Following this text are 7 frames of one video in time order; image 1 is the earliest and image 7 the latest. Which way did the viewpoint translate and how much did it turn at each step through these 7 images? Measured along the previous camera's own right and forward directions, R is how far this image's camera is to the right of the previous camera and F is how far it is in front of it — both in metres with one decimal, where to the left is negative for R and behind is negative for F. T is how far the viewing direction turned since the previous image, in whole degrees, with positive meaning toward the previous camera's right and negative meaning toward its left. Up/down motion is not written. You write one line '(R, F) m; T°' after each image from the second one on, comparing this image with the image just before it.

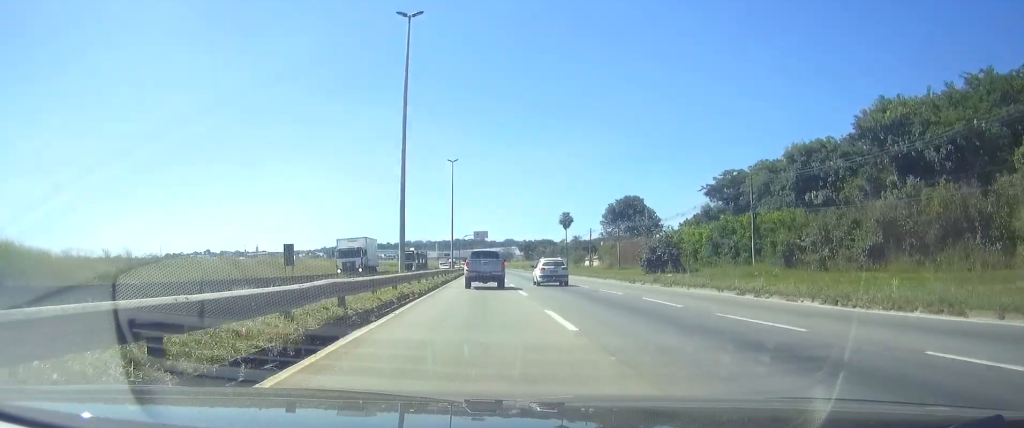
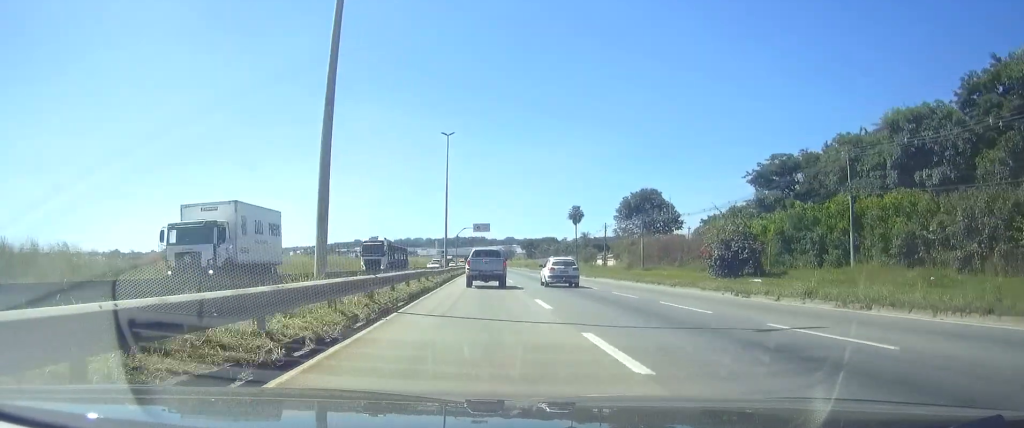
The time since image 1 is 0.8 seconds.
(0.0, +17.1) m; 0°
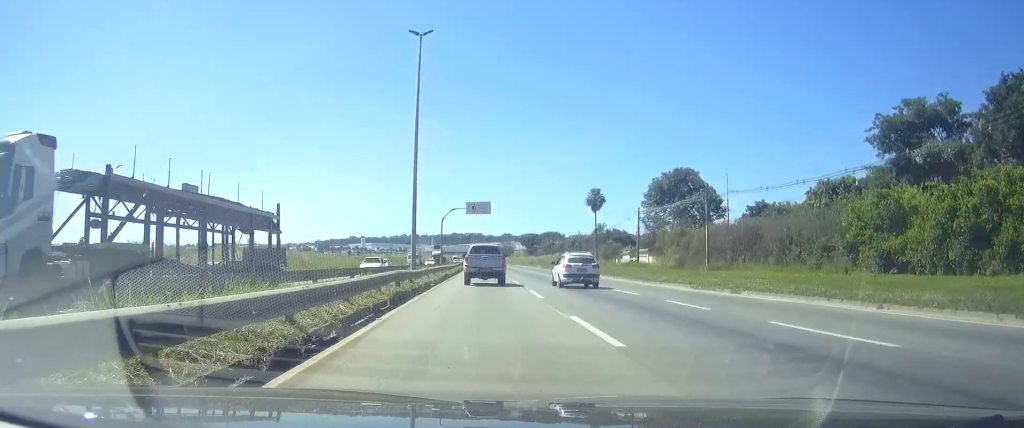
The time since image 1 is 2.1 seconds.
(+0.1, +30.5) m; 0°
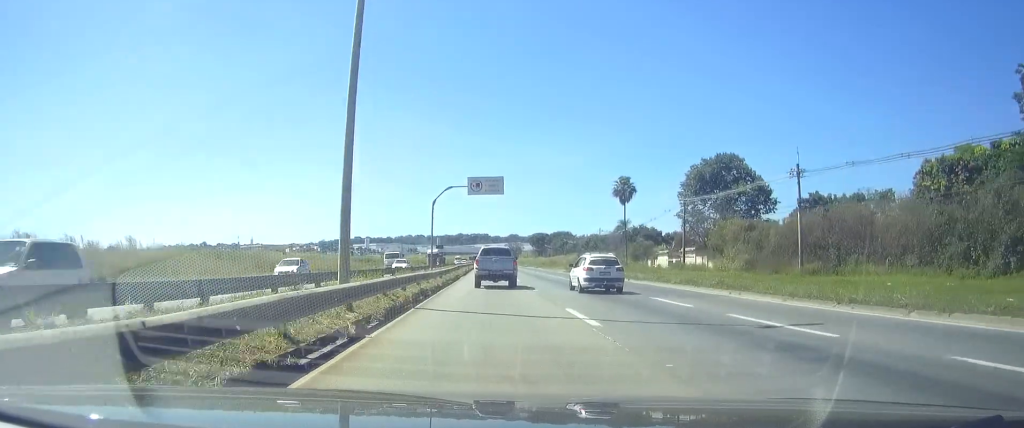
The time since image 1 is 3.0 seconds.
(0.0, +20.8) m; 0°
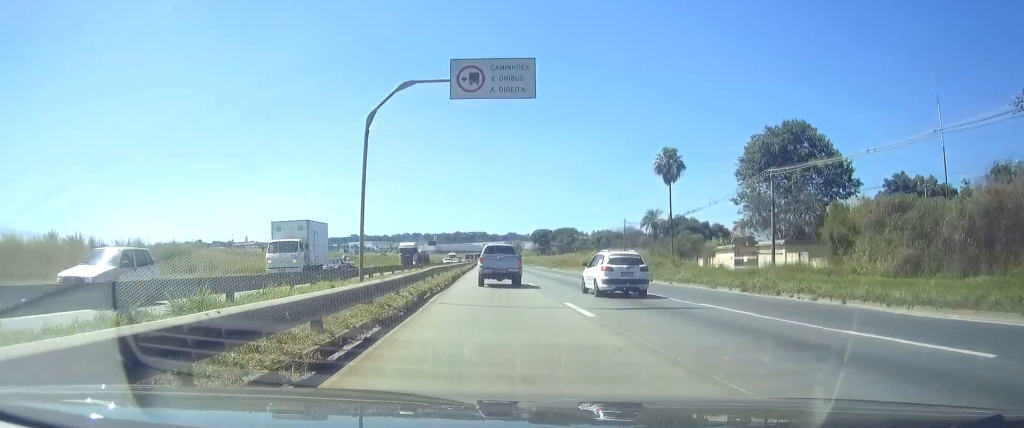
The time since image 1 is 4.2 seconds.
(+0.1, +27.1) m; 0°
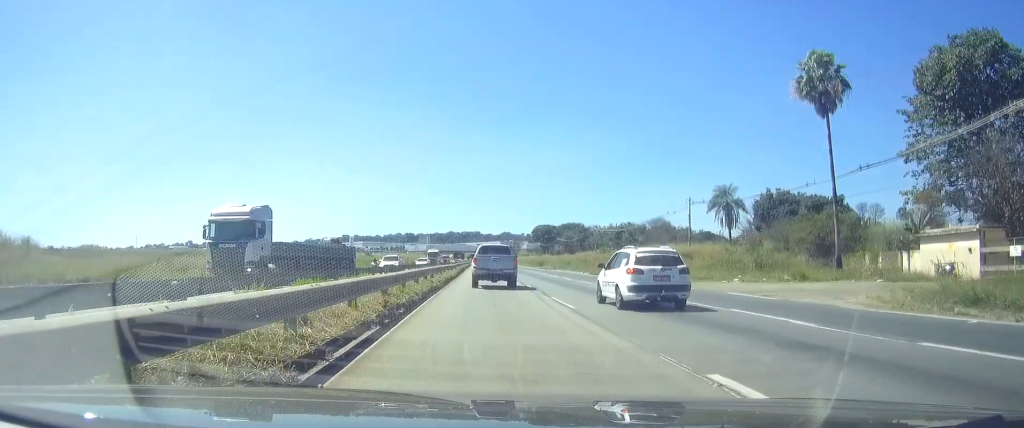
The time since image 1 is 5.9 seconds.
(+0.1, +40.5) m; 0°
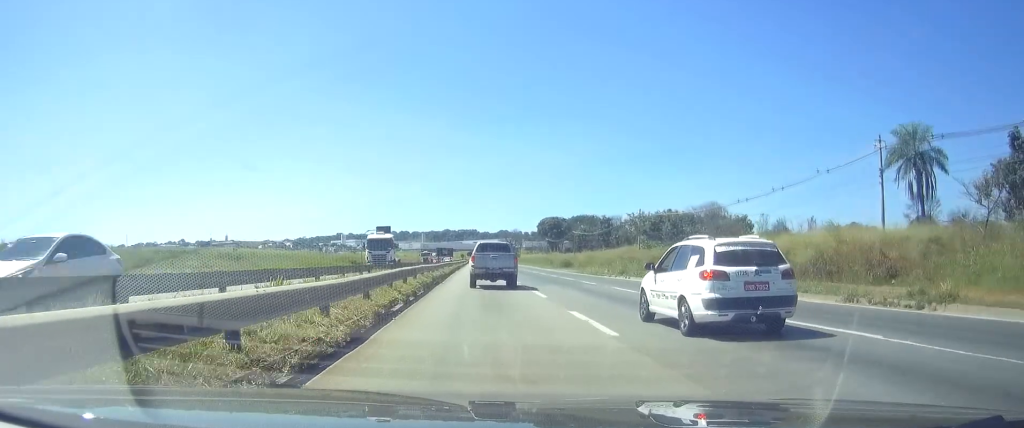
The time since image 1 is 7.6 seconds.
(-0.2, +41.3) m; 0°
